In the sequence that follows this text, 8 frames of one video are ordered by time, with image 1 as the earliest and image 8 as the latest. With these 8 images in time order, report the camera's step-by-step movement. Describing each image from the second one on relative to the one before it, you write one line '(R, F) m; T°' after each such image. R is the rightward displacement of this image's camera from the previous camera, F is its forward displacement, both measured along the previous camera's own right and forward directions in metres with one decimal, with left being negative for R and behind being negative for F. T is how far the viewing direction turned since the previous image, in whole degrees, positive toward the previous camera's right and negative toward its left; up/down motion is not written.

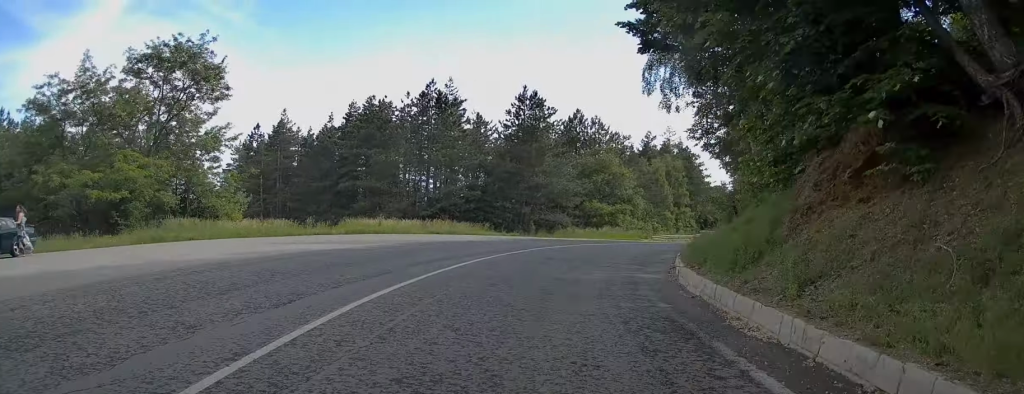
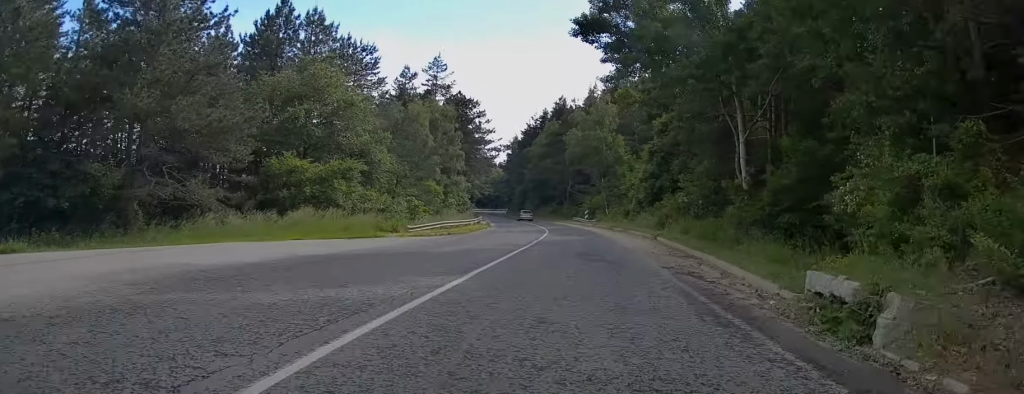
(+4.3, +38.0) m; +16°
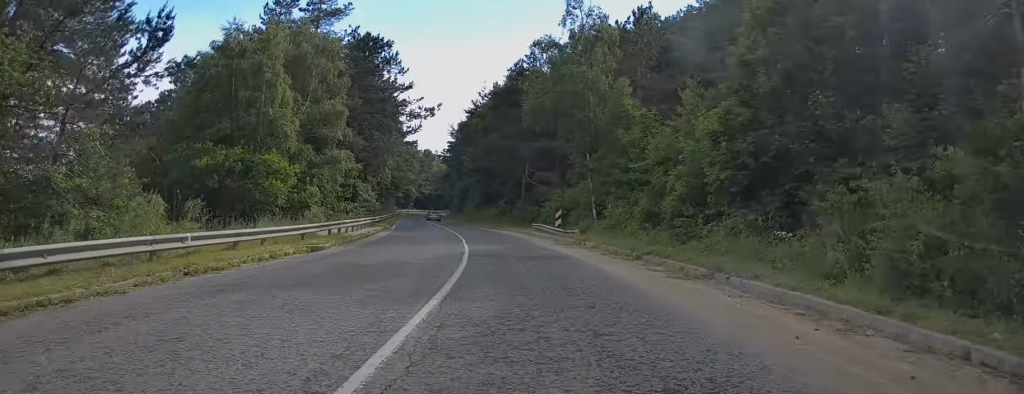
(+3.2, +30.1) m; +5°
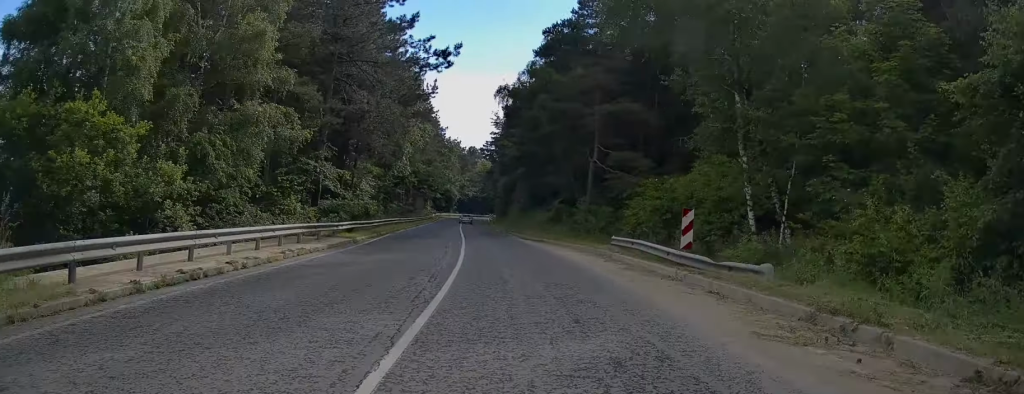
(-0.6, +19.8) m; -4°
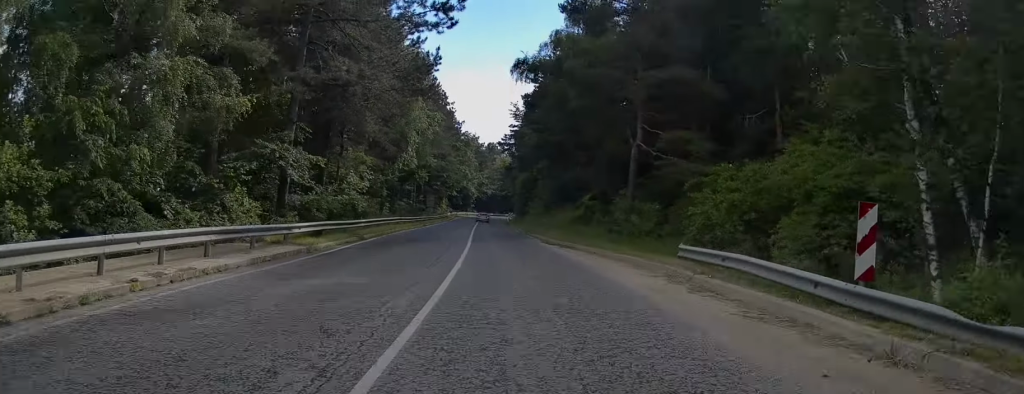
(-0.2, +7.6) m; -2°
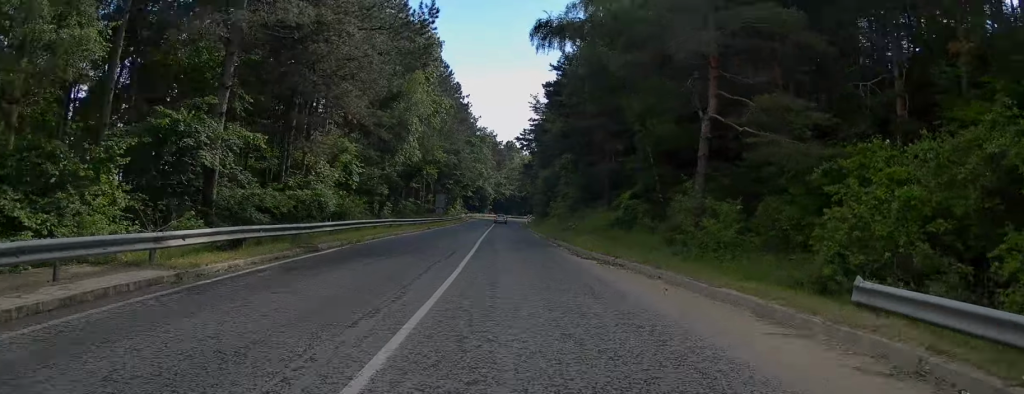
(+0.1, +8.1) m; -2°
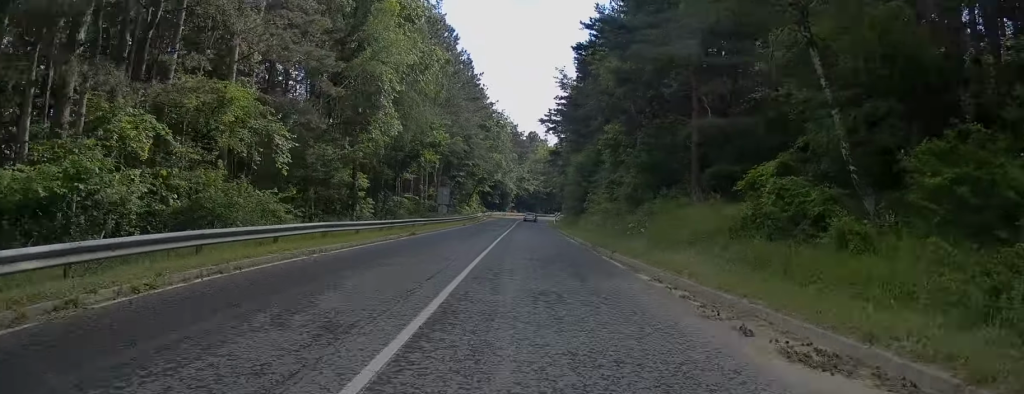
(-0.7, +15.1) m; -2°
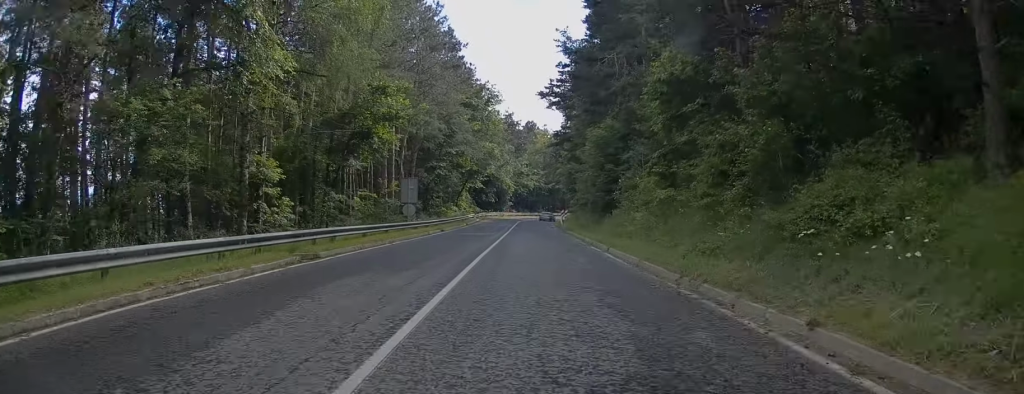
(-0.1, +15.2) m; -1°
